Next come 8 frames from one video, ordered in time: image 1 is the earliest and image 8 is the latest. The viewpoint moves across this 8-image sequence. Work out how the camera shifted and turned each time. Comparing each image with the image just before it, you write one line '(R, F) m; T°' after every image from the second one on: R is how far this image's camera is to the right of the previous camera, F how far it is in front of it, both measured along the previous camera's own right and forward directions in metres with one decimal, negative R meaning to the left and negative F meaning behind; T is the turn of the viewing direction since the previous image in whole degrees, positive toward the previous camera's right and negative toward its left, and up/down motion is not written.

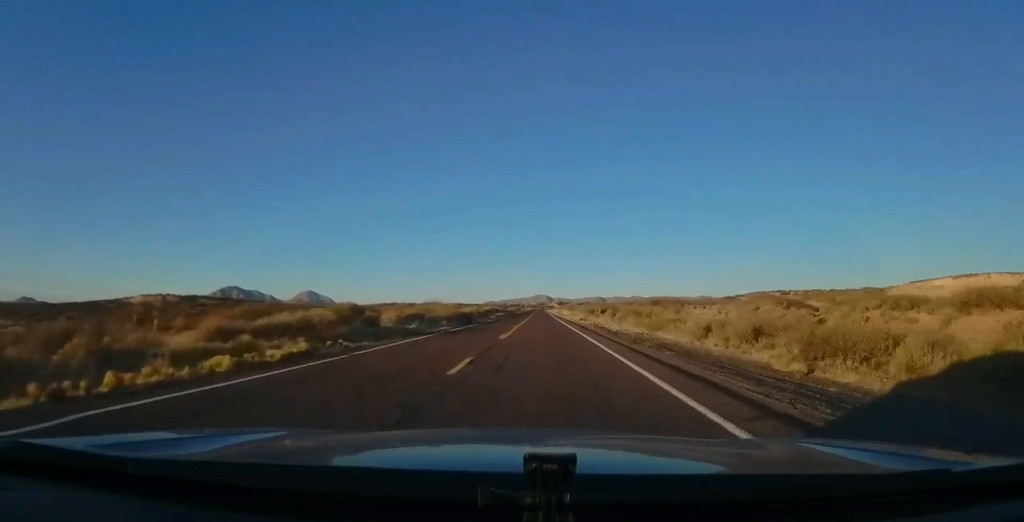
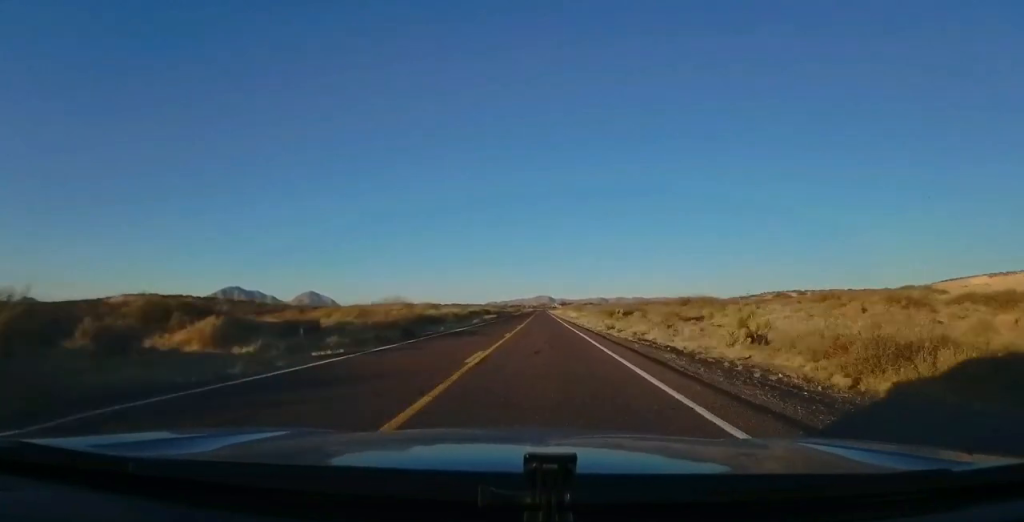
(+0.5, +22.3) m; 0°
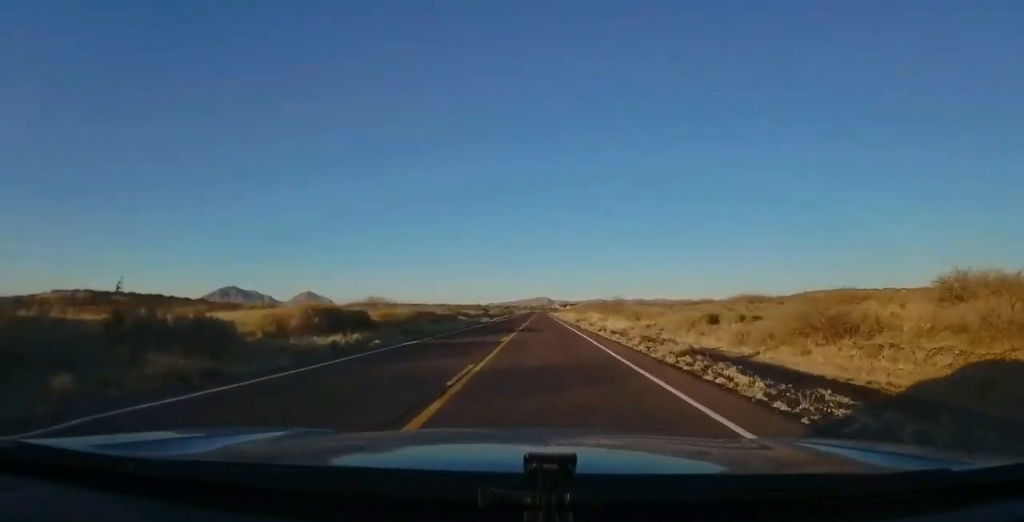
(-0.5, +65.1) m; 0°
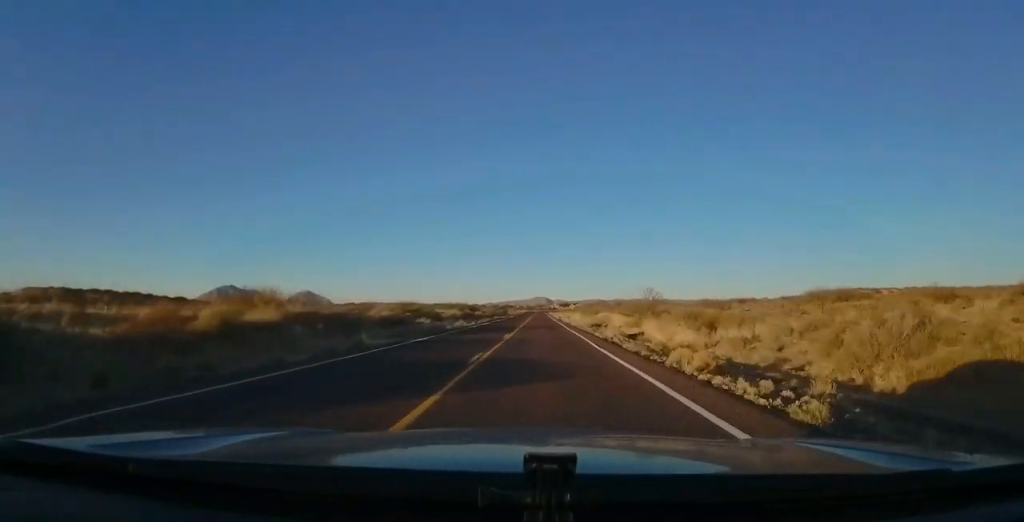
(0.0, +21.4) m; 0°
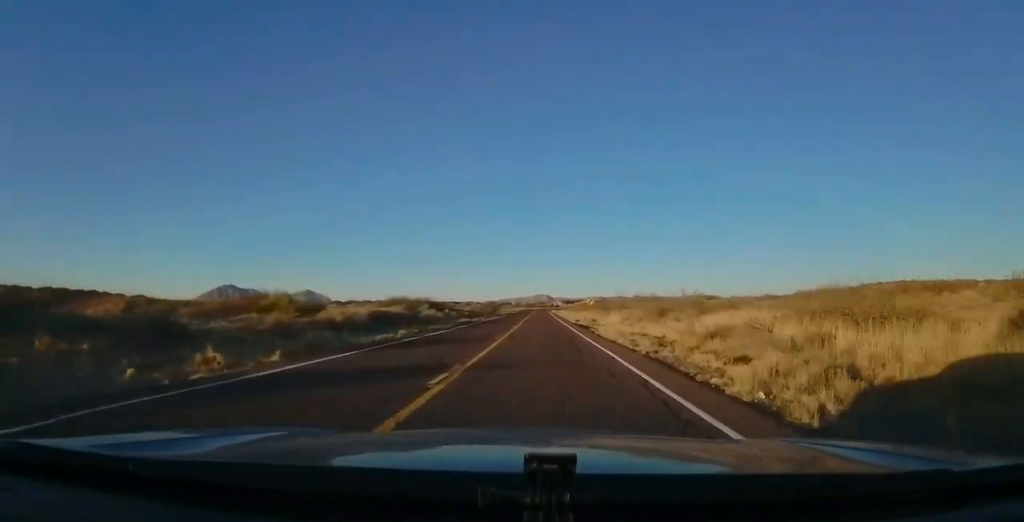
(0.0, +40.9) m; 0°
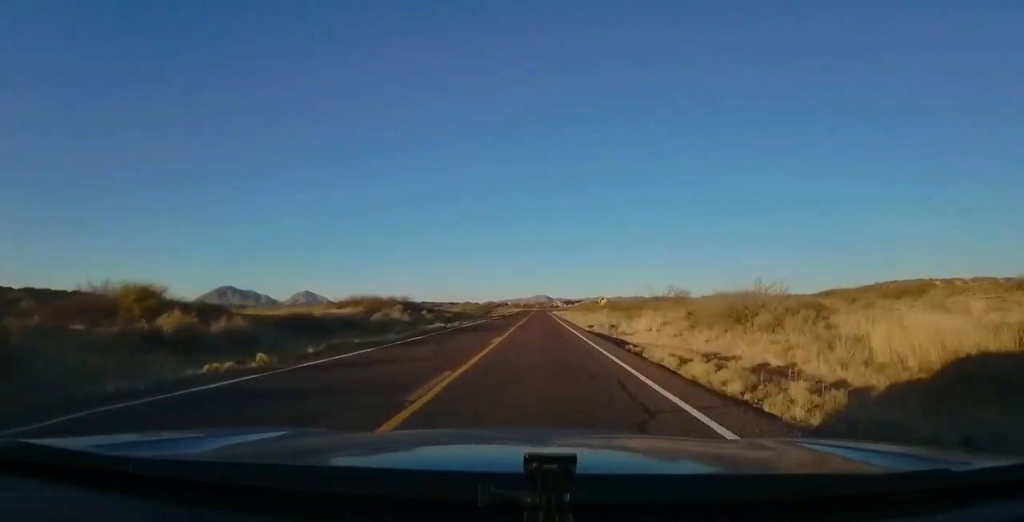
(0.0, +13.6) m; 0°
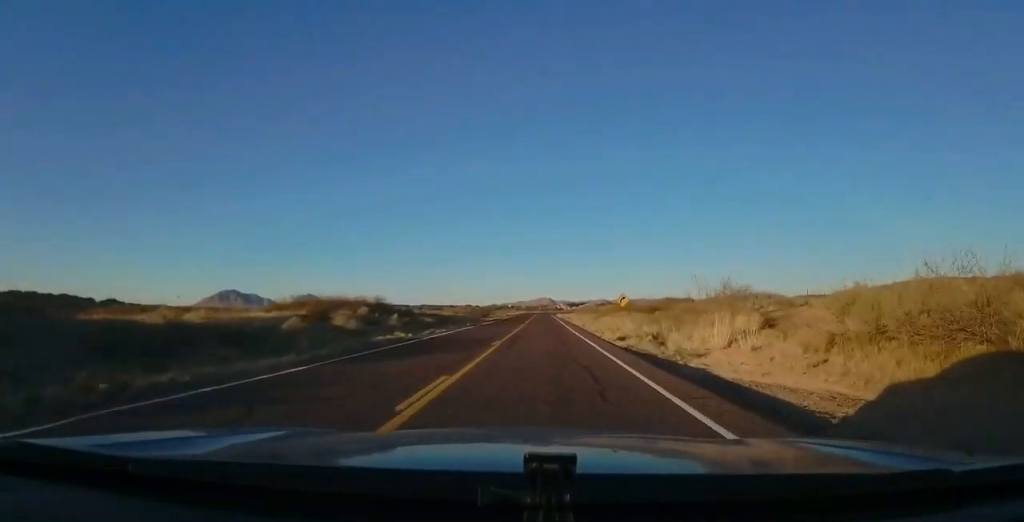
(+0.1, +12.6) m; 0°
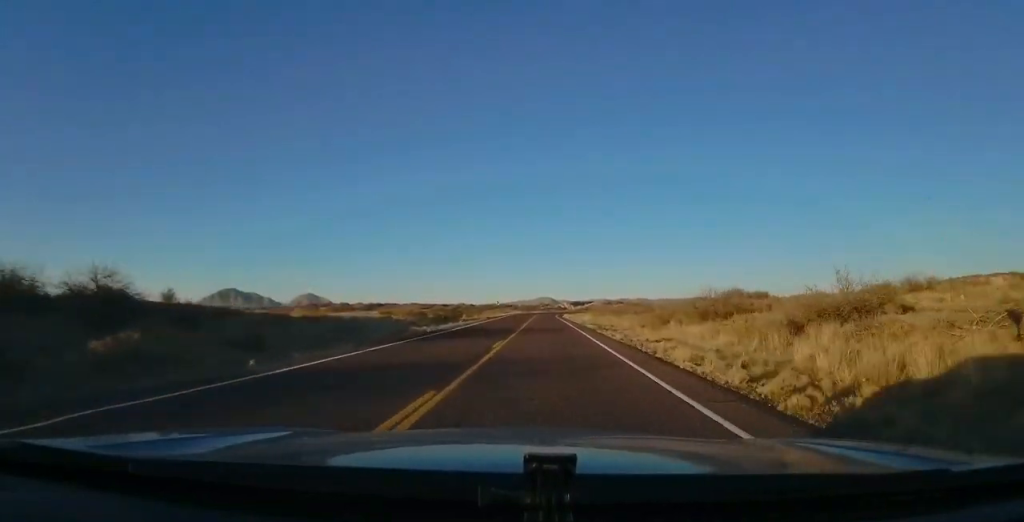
(-0.2, +38.6) m; 0°
